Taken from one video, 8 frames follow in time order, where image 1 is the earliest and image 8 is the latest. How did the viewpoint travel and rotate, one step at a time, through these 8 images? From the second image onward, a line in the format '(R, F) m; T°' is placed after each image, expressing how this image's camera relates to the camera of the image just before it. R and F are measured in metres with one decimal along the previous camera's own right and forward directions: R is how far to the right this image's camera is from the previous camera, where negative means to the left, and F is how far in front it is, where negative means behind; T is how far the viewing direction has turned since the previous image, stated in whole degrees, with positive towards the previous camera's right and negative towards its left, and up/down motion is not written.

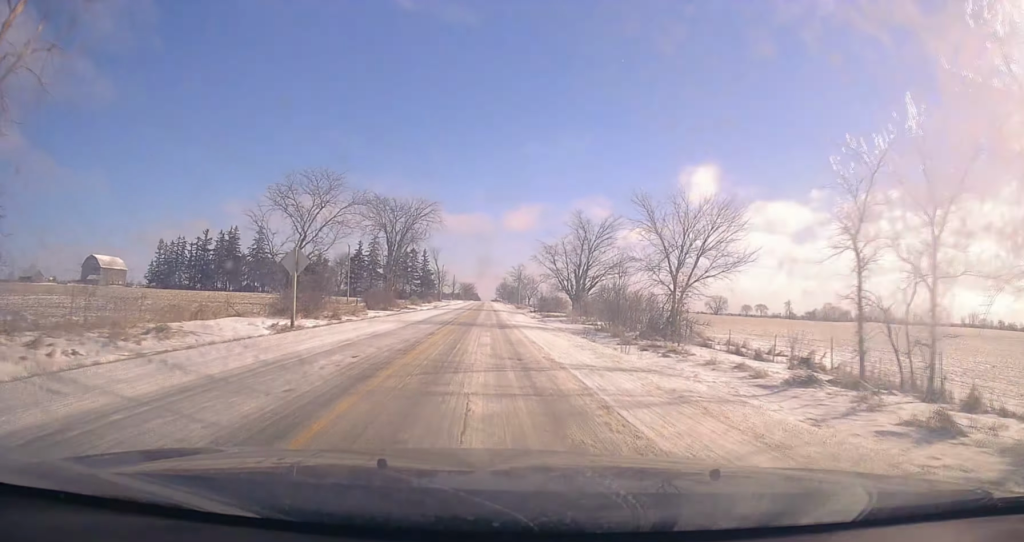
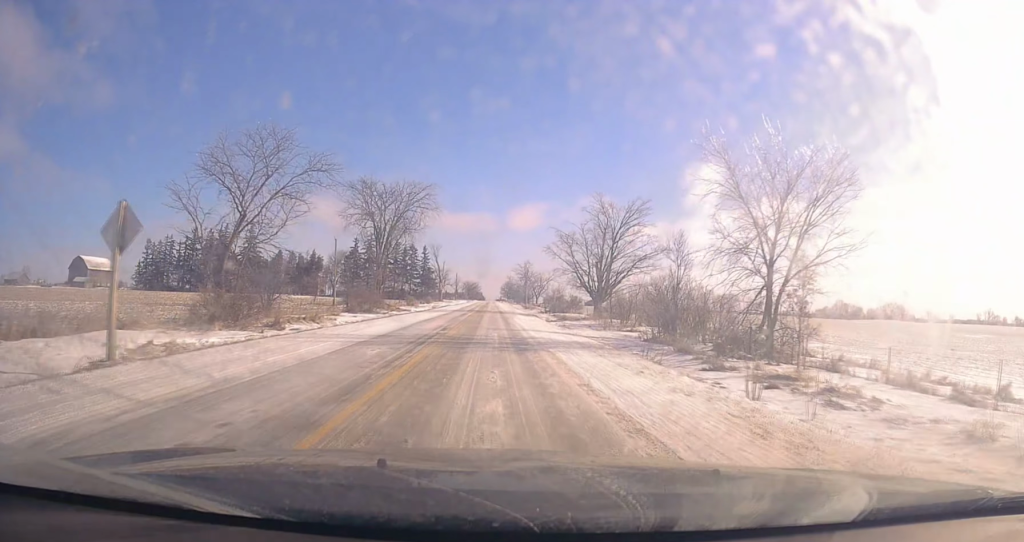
(+0.1, +12.4) m; +1°
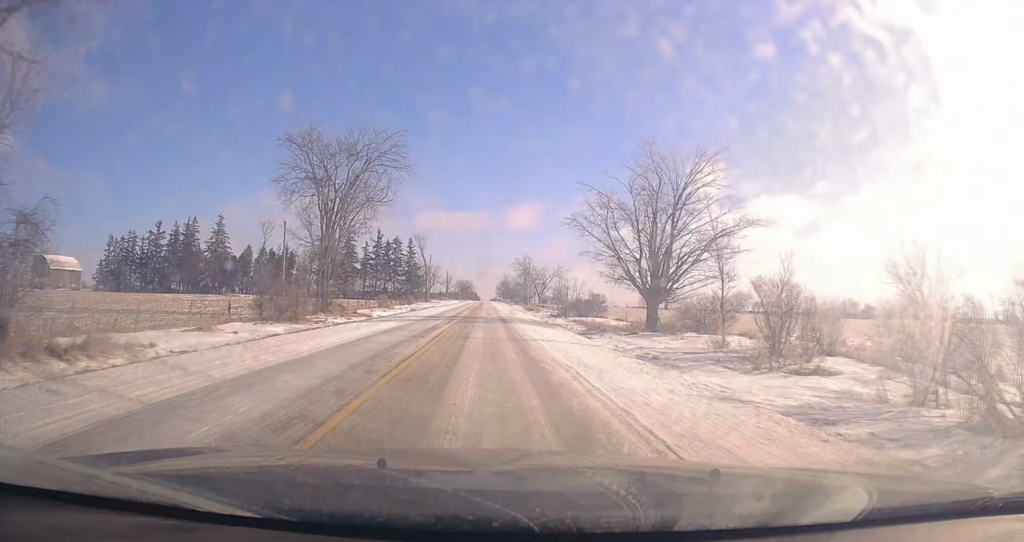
(+0.2, +23.4) m; -1°
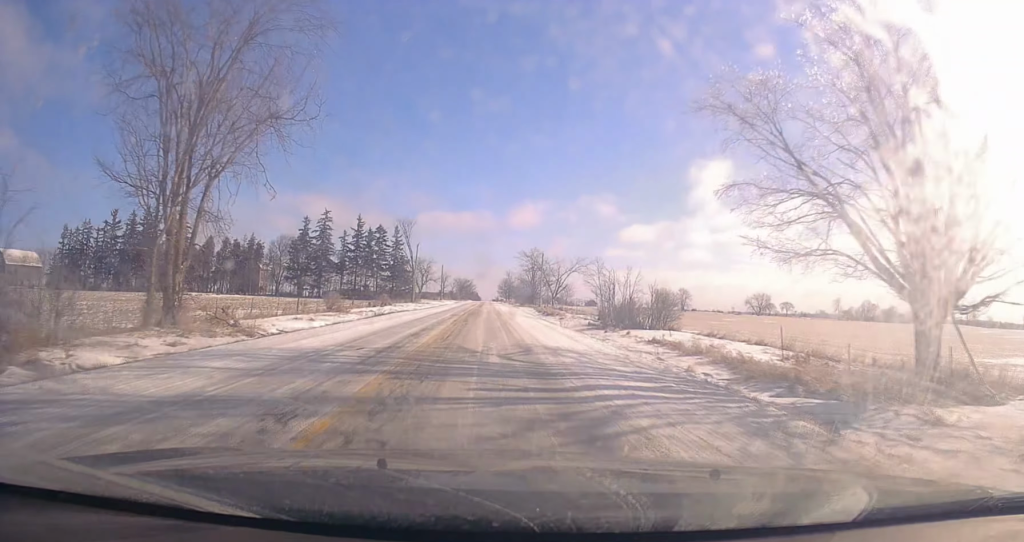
(-0.5, +27.4) m; 0°
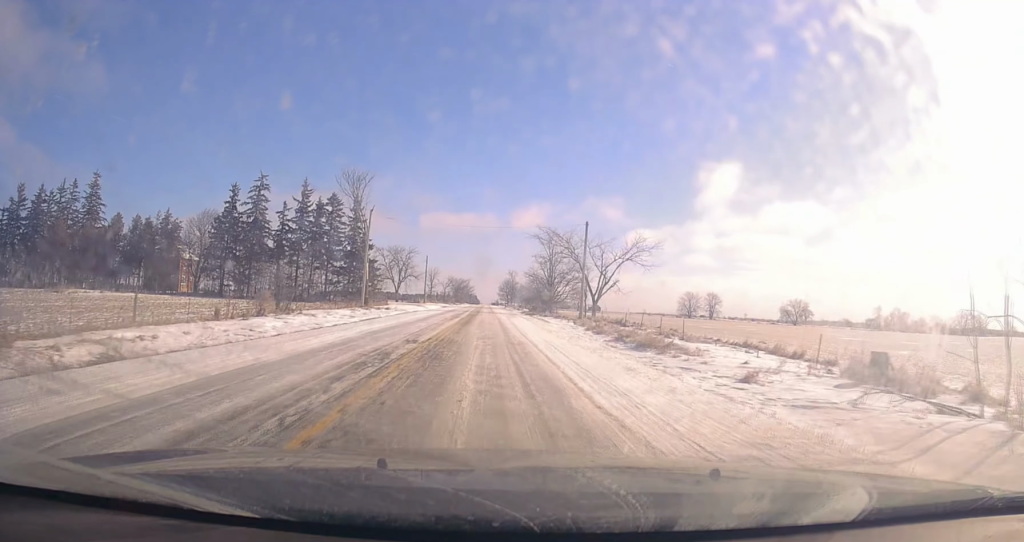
(+0.4, +44.0) m; 0°
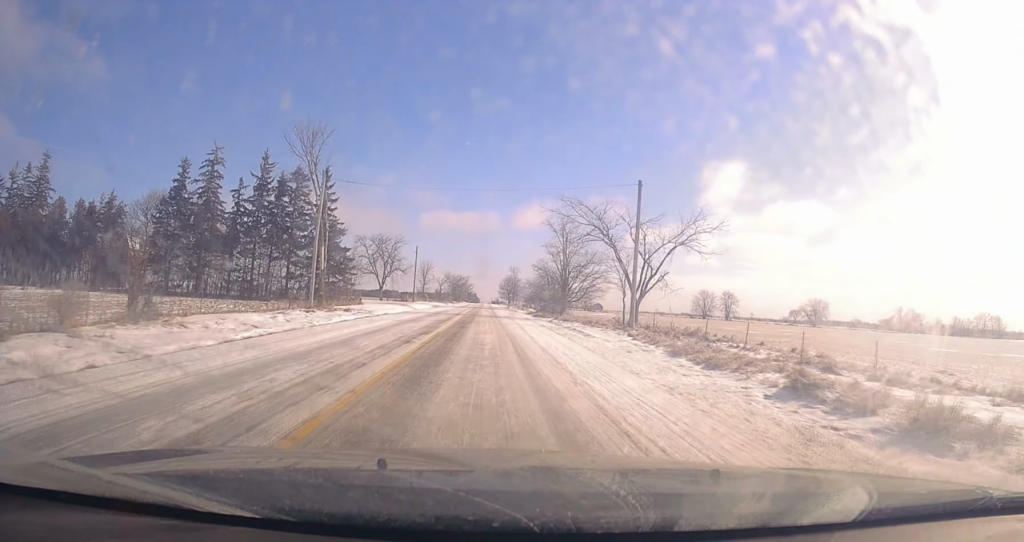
(0.0, +19.2) m; 0°
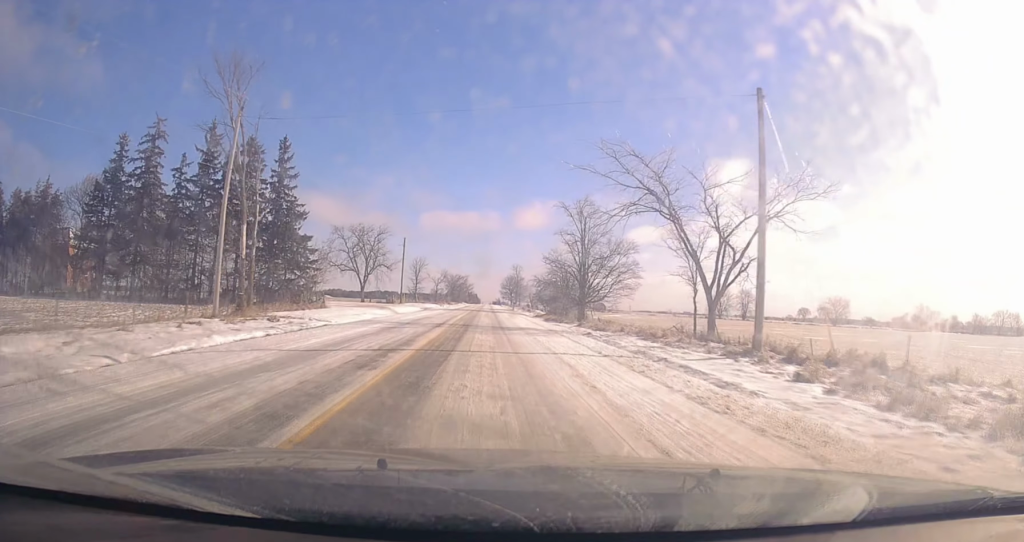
(0.0, +16.4) m; 0°
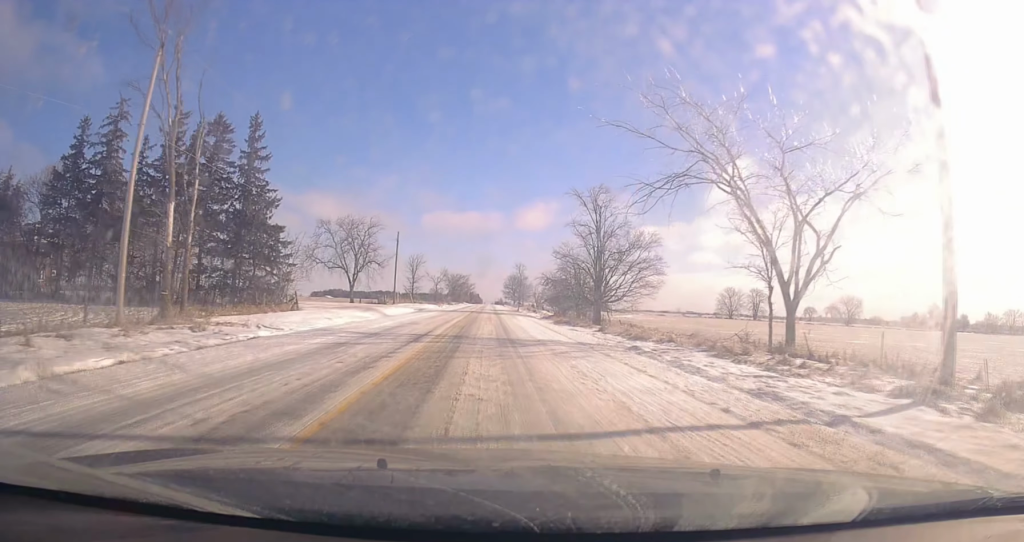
(0.0, +8.9) m; 0°
